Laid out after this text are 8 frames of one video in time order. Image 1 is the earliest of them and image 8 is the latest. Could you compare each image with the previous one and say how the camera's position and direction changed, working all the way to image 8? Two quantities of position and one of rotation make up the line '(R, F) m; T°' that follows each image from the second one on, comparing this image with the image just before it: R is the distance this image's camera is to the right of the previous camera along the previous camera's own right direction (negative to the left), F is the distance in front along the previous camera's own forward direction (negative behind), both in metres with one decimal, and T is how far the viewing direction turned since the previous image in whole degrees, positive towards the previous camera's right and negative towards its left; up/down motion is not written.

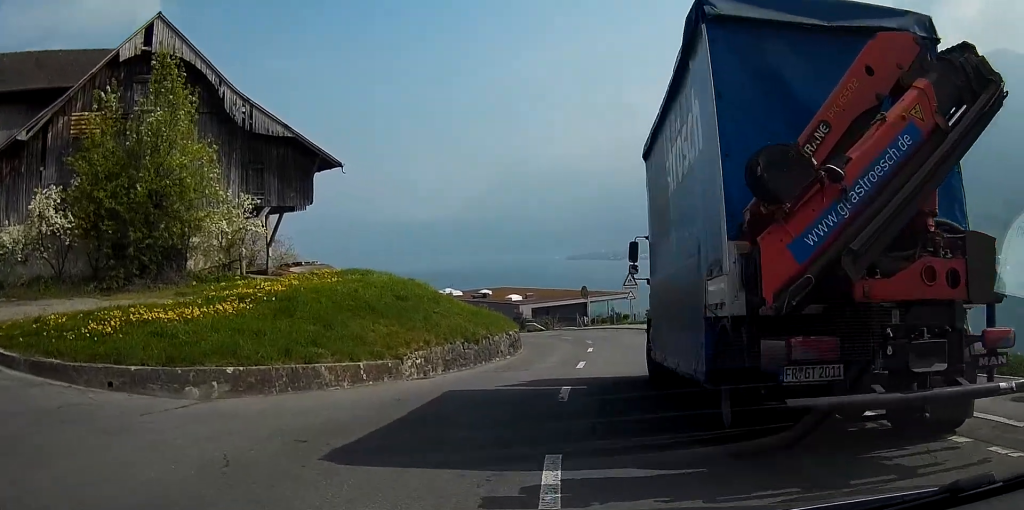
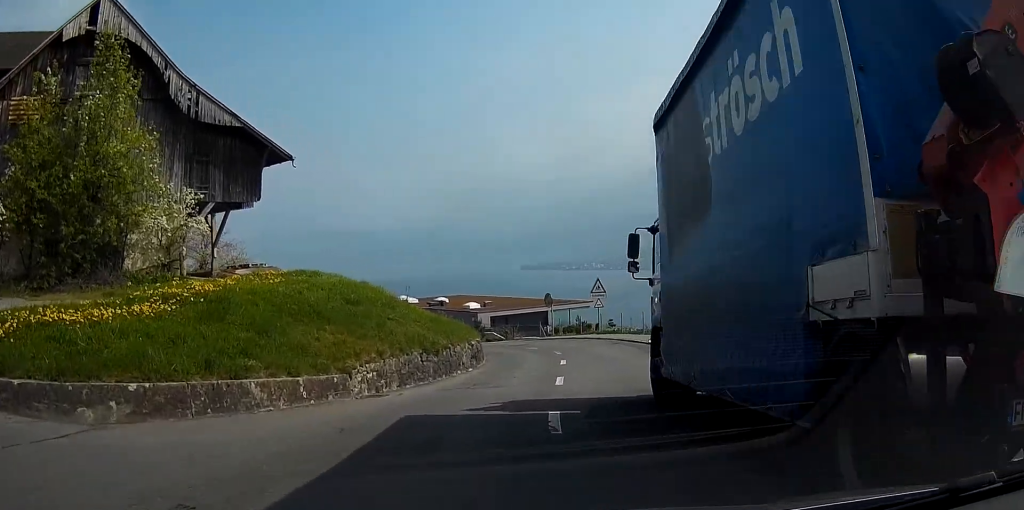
(-0.1, +2.4) m; +3°
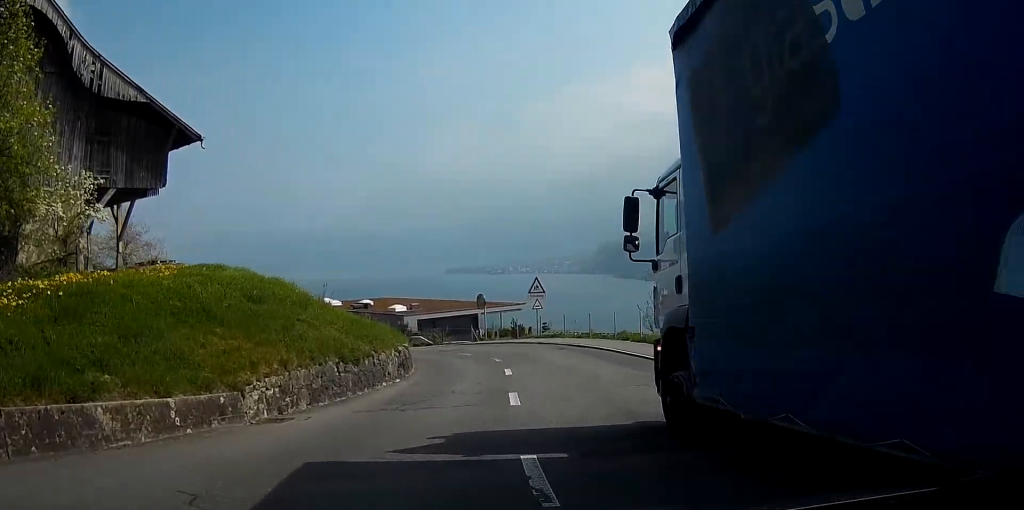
(+0.3, +3.1) m; +5°
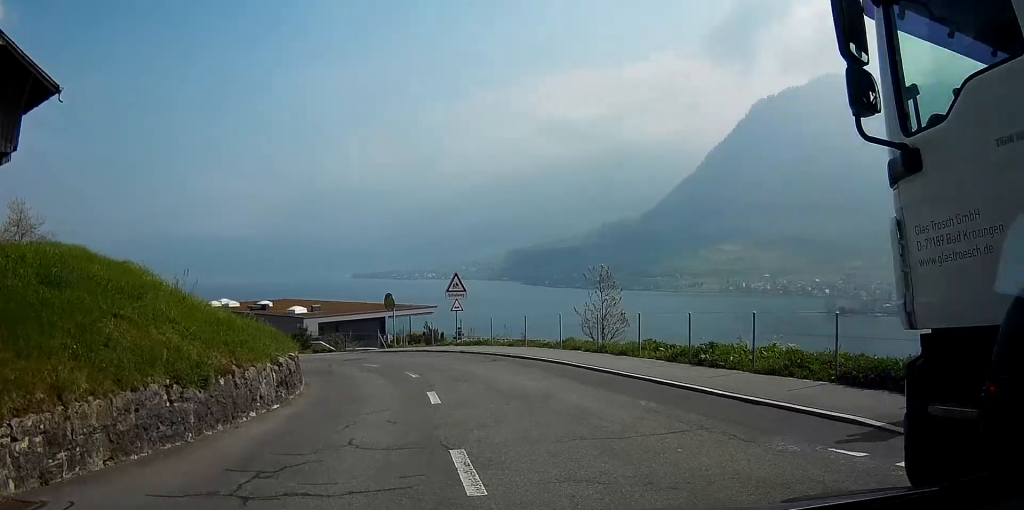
(+0.4, +5.2) m; +7°
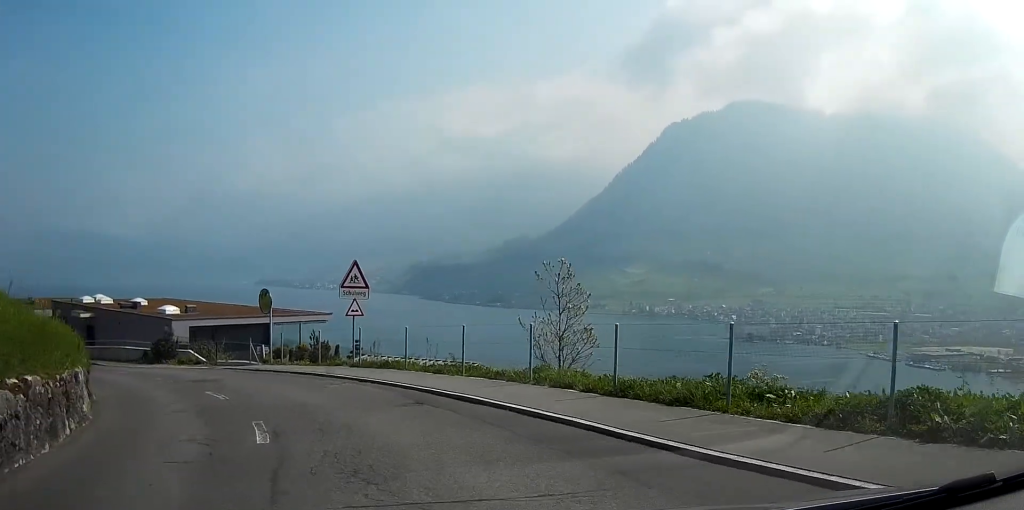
(+0.6, +8.6) m; +7°
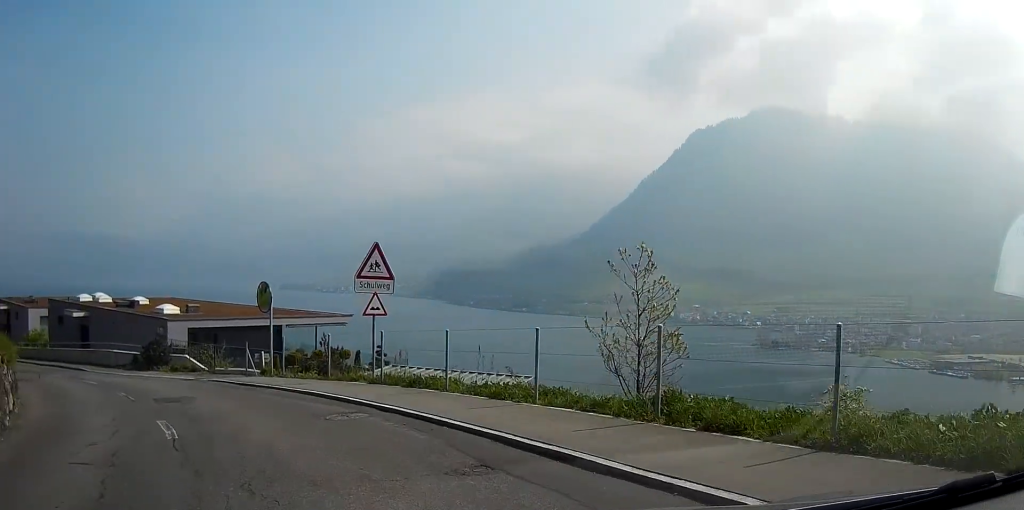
(+0.2, +4.7) m; -4°
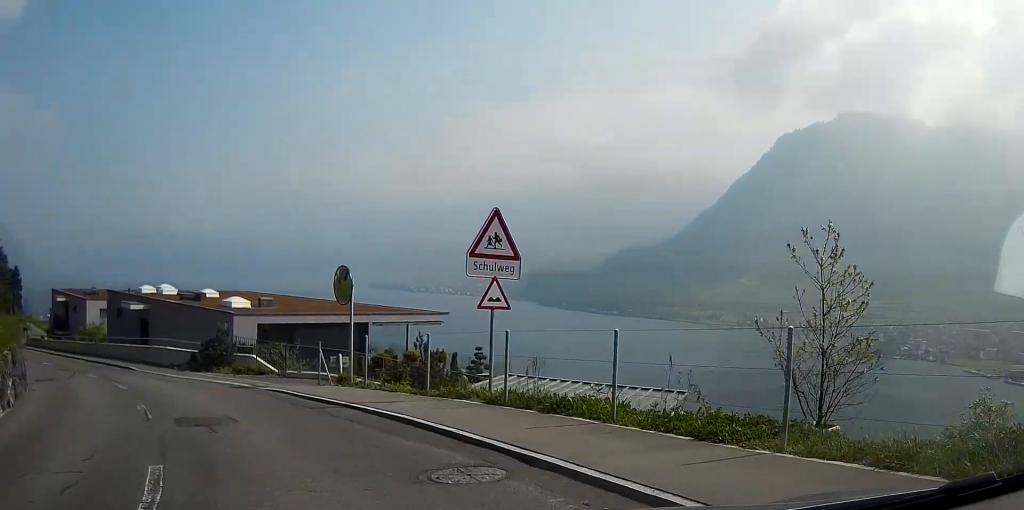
(-0.4, +4.0) m; -13°
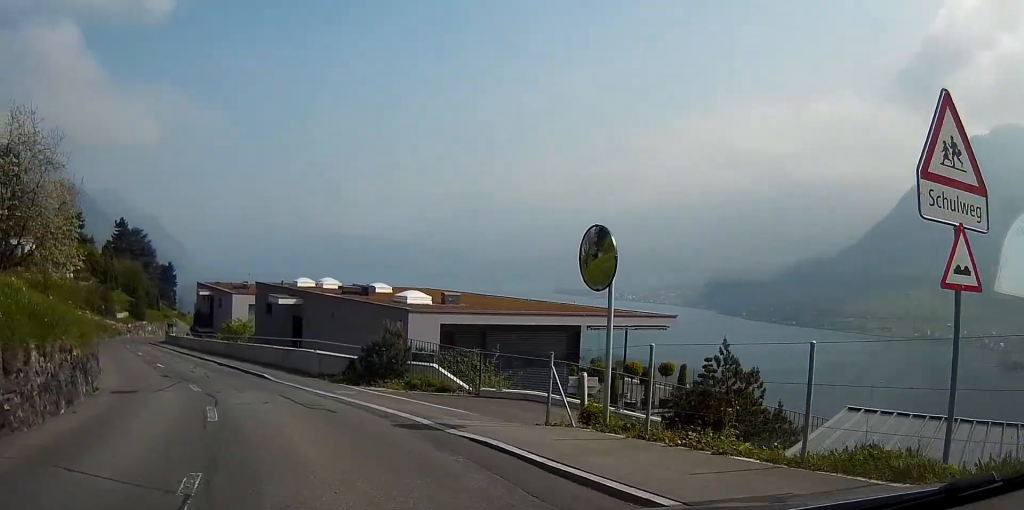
(-1.1, +6.2) m; -17°
